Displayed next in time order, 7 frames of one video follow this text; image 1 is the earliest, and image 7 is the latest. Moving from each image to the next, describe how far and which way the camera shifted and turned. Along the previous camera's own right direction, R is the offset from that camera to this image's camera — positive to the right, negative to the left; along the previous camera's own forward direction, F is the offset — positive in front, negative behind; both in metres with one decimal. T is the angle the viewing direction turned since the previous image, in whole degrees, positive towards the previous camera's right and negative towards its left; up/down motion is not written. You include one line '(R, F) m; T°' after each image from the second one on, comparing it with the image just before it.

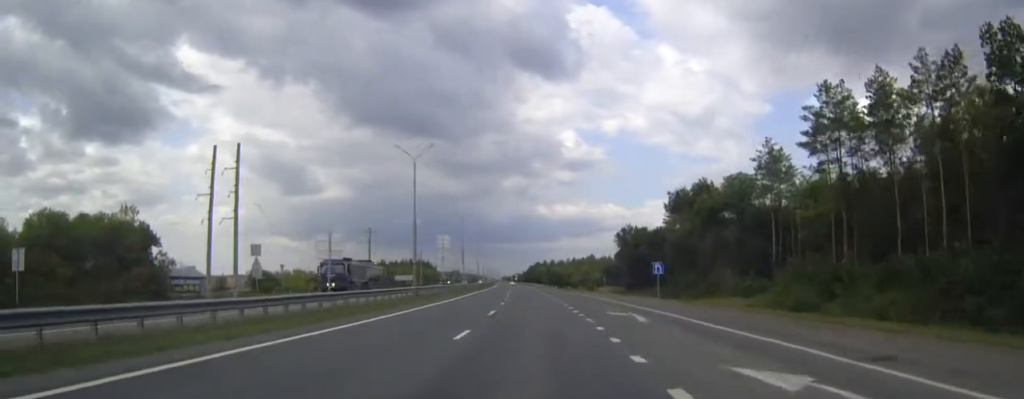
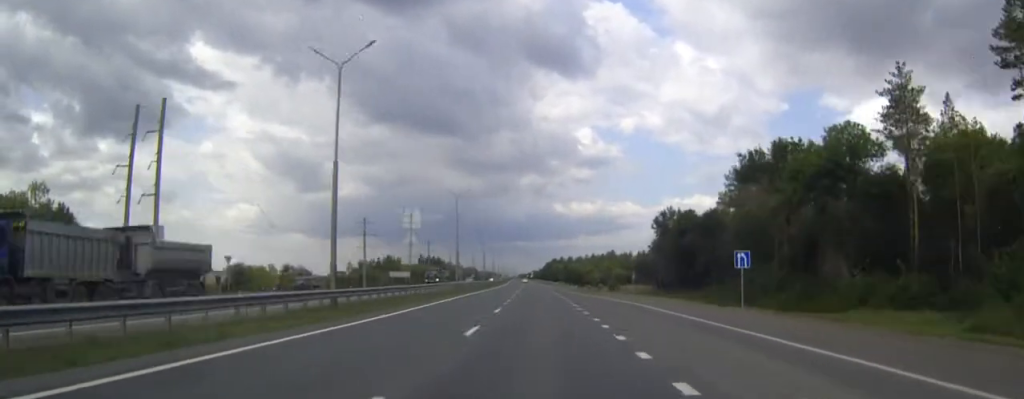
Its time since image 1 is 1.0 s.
(-0.3, +23.5) m; -1°
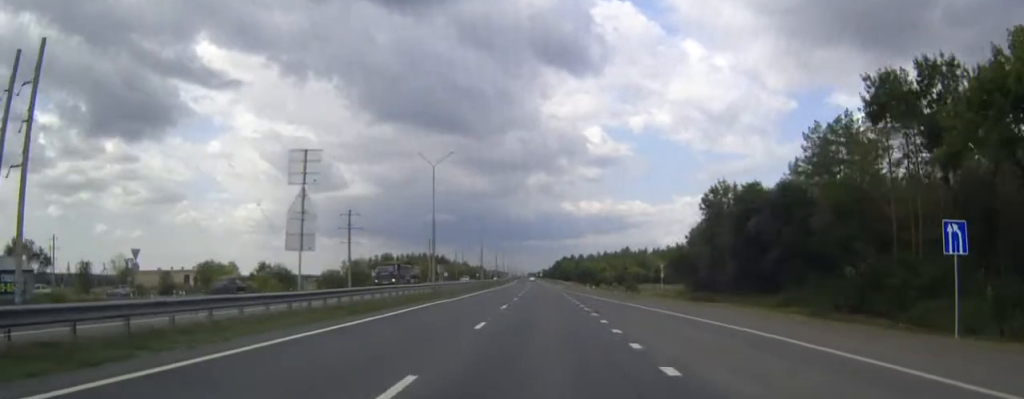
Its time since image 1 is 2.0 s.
(-0.2, +22.3) m; -1°
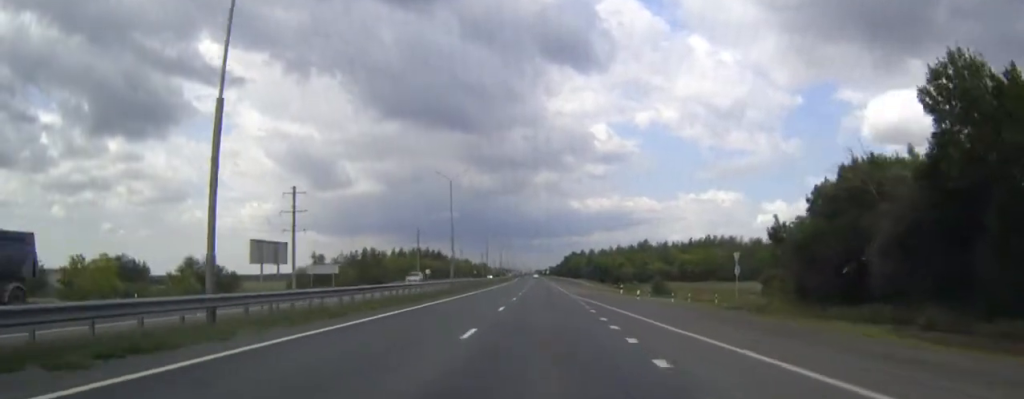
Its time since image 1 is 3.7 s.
(-0.3, +39.3) m; -1°
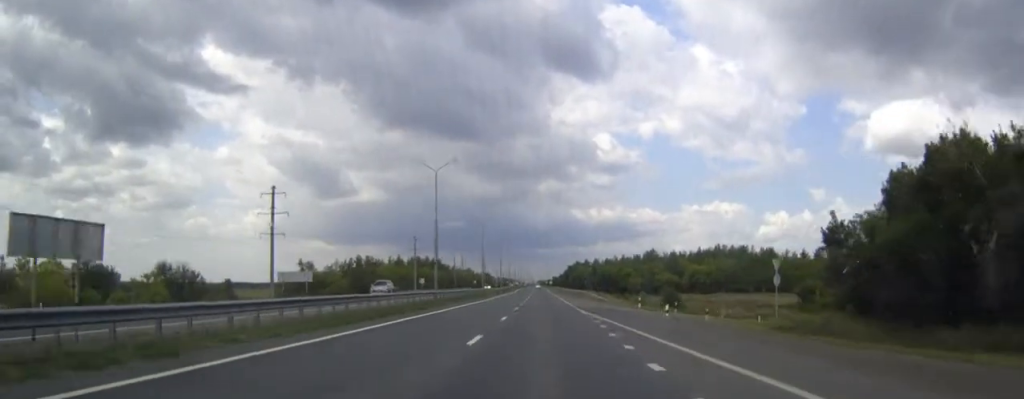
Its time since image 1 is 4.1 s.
(0.0, +11.2) m; 0°
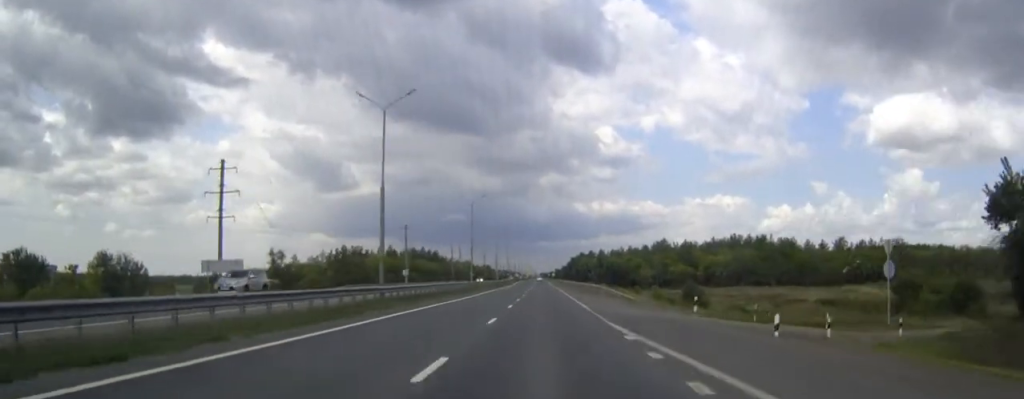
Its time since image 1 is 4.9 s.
(0.0, +19.3) m; 0°
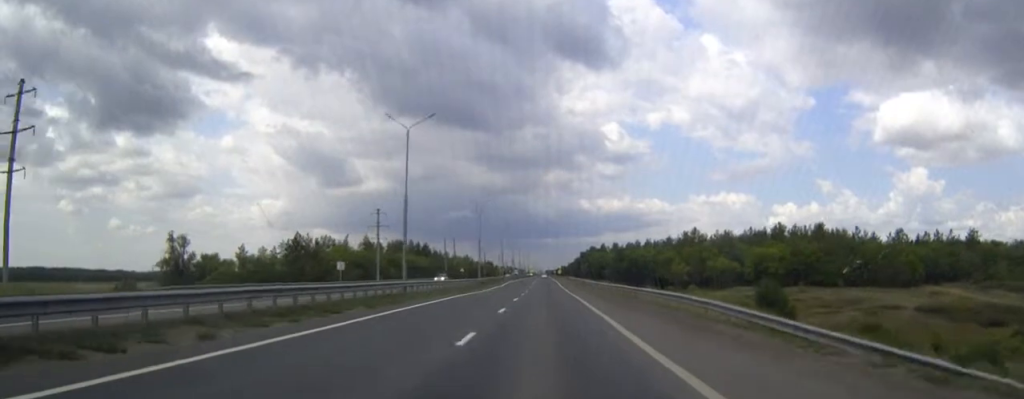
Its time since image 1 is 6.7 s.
(-0.2, +43.2) m; 0°
